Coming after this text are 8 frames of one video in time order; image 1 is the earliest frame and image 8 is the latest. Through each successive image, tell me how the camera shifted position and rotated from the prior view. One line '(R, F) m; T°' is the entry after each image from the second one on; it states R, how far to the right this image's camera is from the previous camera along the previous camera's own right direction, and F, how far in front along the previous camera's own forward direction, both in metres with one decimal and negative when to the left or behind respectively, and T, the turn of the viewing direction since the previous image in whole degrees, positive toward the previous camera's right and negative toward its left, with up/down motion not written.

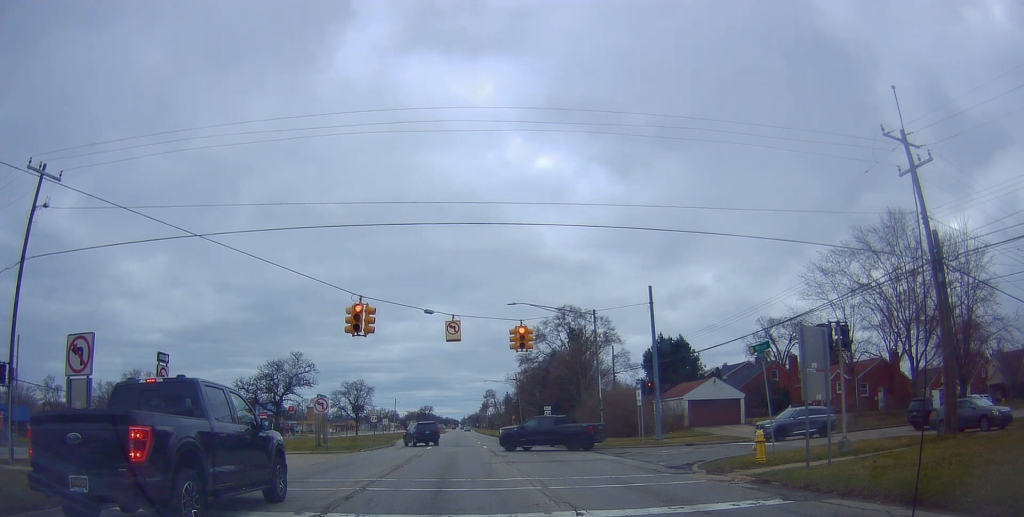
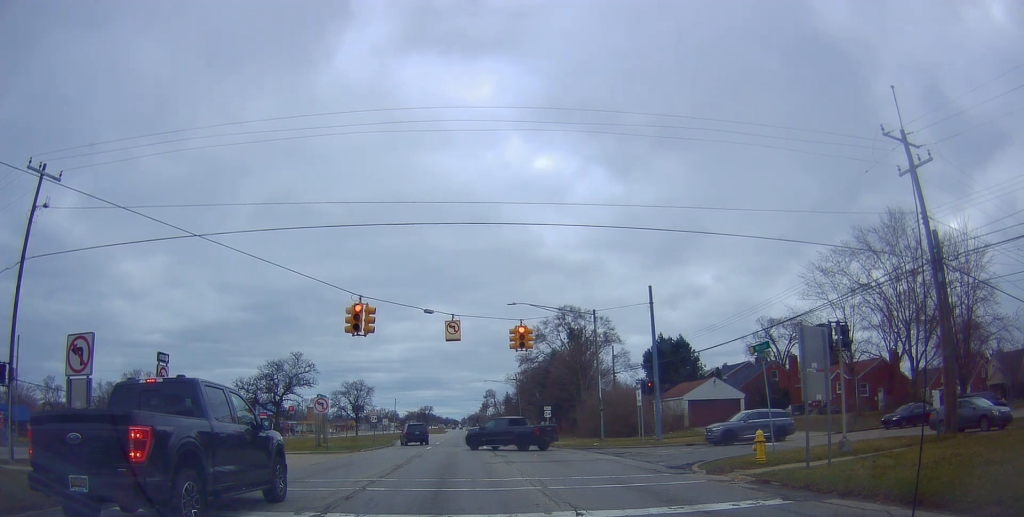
(0.0, 0.0) m; 0°
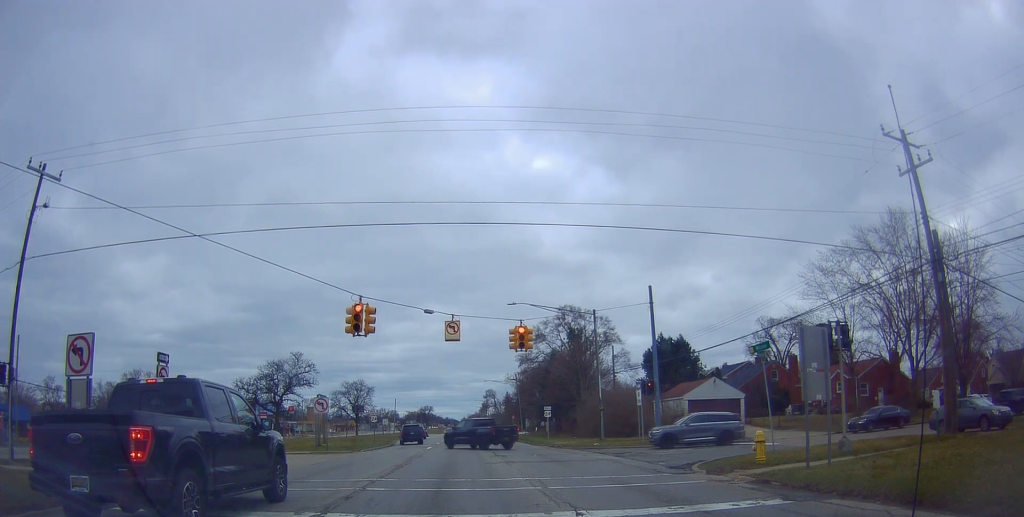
(0.0, 0.0) m; 0°
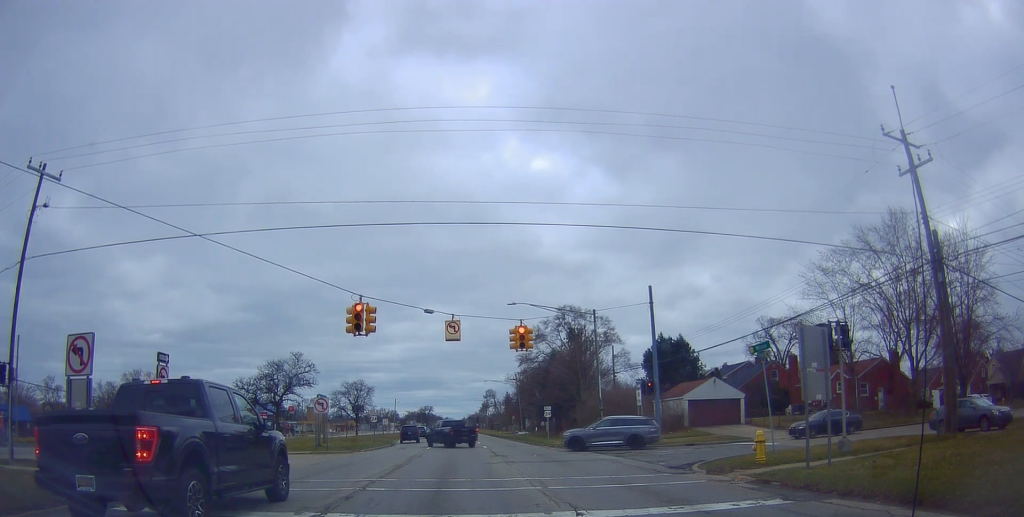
(0.0, 0.0) m; 0°
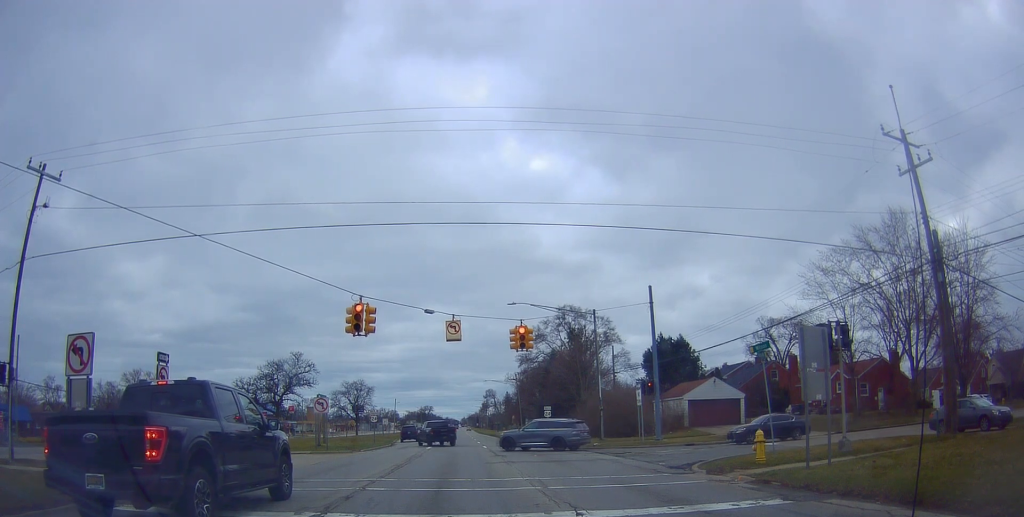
(0.0, 0.0) m; 0°
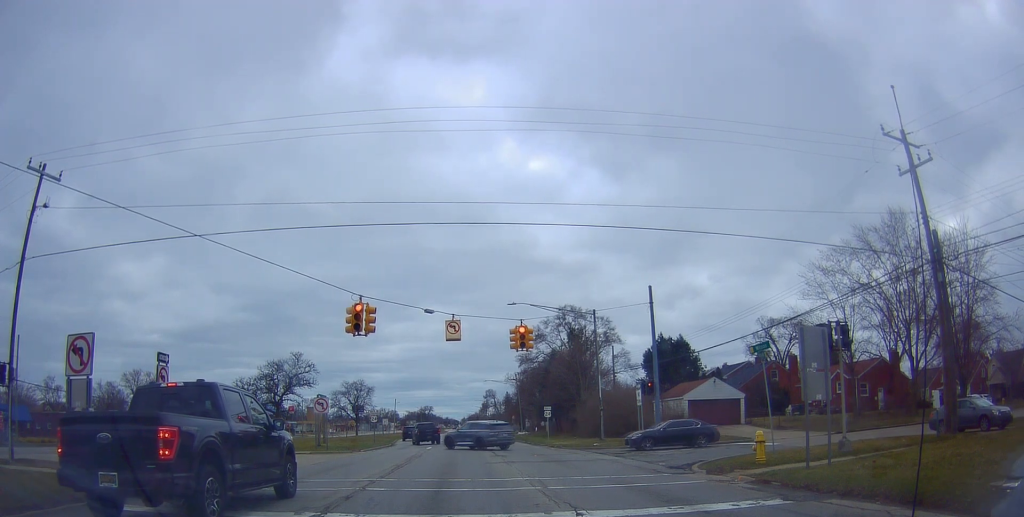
(0.0, 0.0) m; 0°
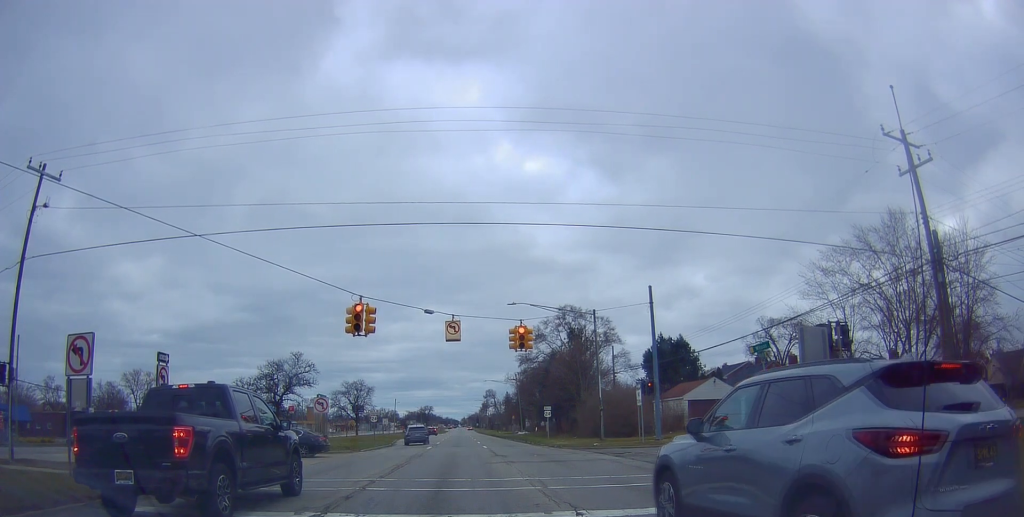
(0.0, +0.3) m; 0°
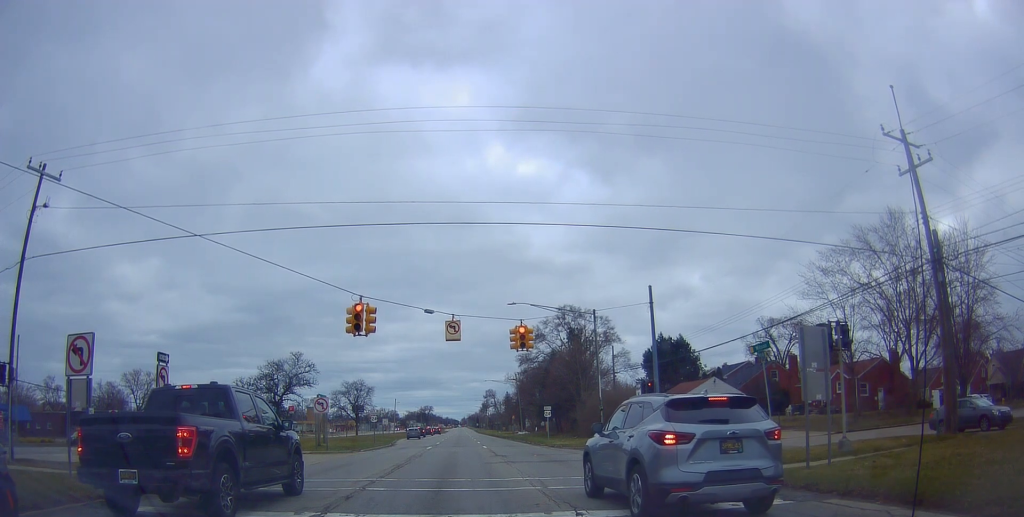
(+0.3, +0.4) m; 0°
